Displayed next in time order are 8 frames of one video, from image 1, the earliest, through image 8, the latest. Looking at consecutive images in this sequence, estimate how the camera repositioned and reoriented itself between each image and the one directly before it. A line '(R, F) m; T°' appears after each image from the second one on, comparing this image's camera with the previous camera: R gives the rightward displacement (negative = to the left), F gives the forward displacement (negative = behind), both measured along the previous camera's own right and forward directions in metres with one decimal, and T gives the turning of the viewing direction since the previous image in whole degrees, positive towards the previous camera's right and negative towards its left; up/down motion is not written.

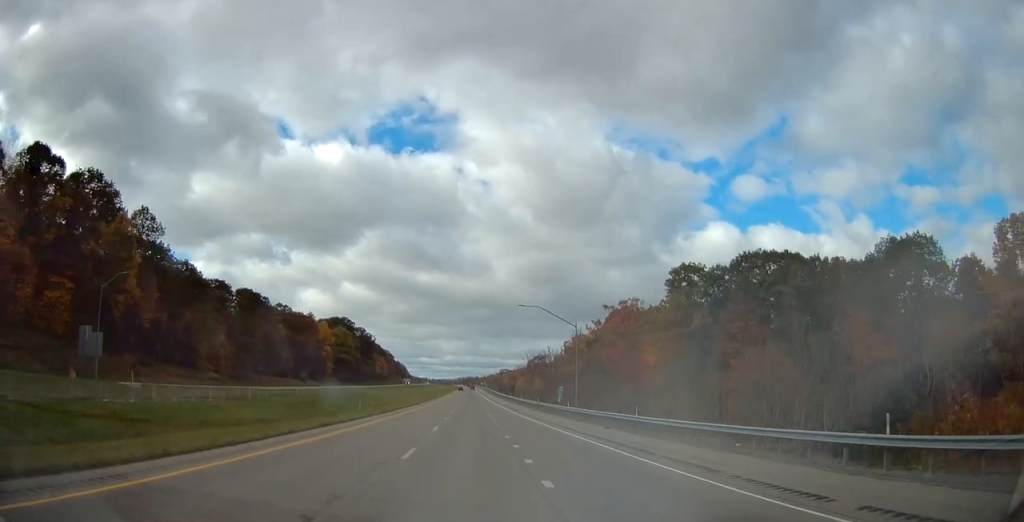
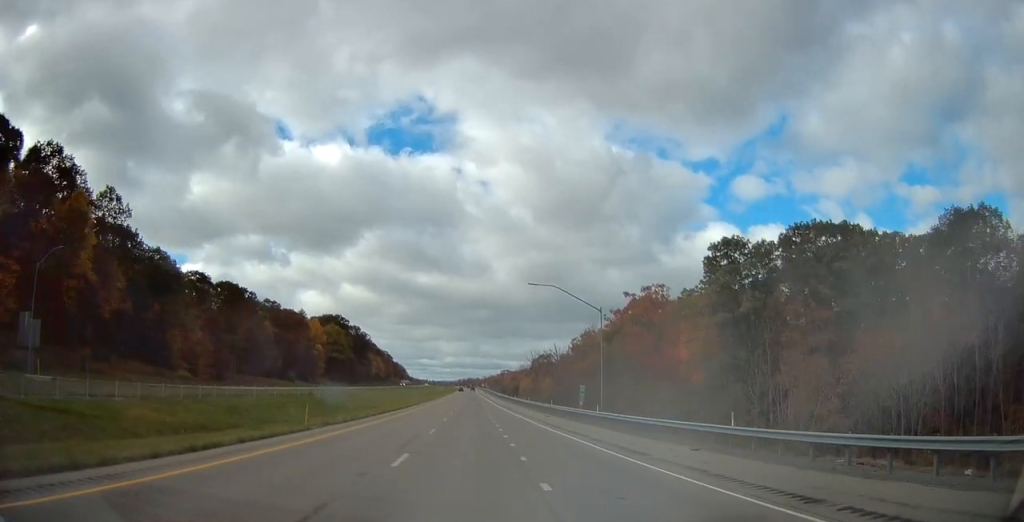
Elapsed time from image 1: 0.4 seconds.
(0.0, +13.8) m; 0°
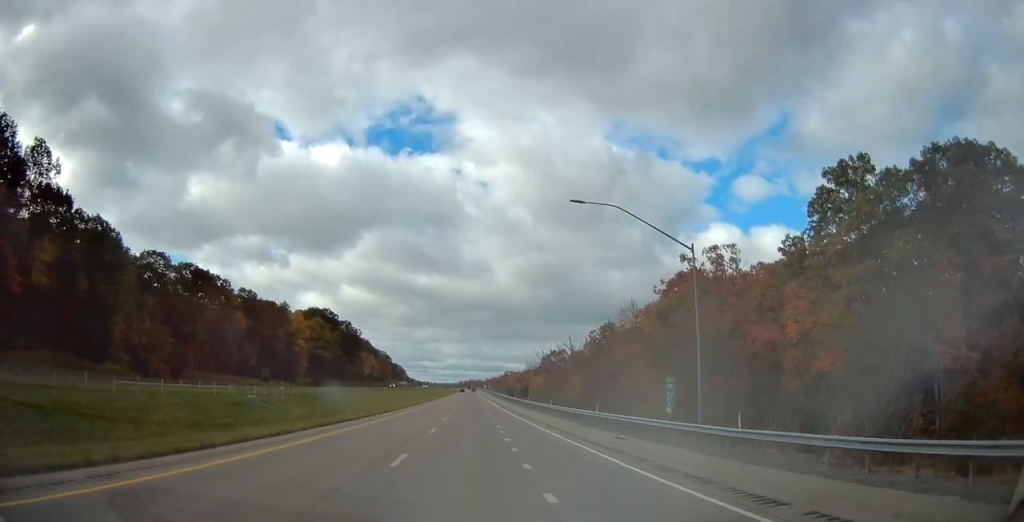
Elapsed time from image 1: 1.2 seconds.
(-0.1, +24.5) m; 0°
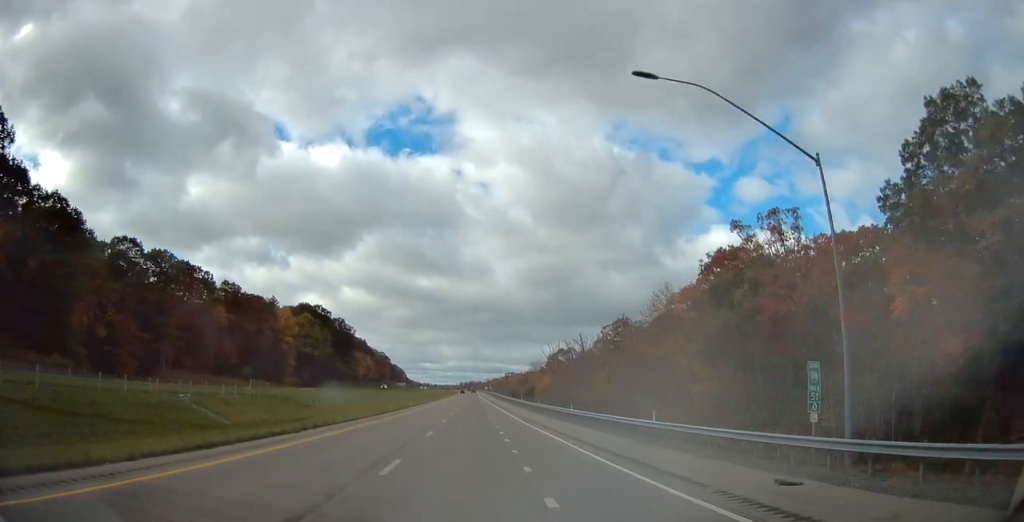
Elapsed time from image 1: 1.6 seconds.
(+0.1, +13.8) m; 0°
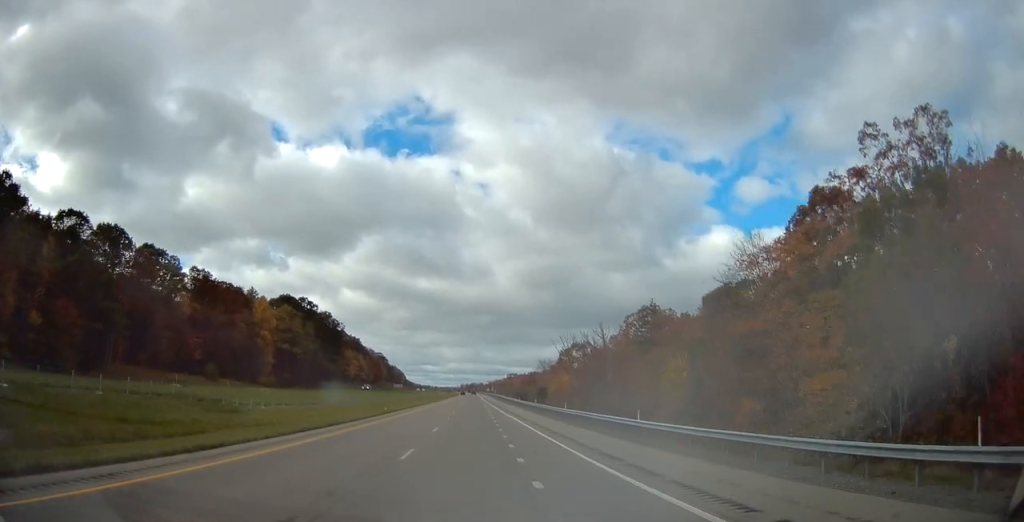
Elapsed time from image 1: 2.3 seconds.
(+0.1, +21.2) m; 0°
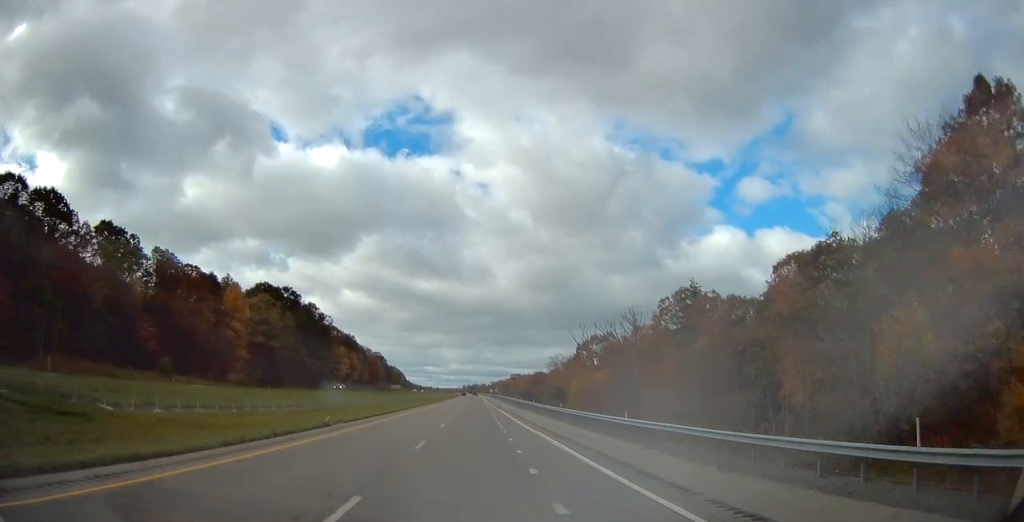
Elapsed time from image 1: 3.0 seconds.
(0.0, +21.1) m; 0°
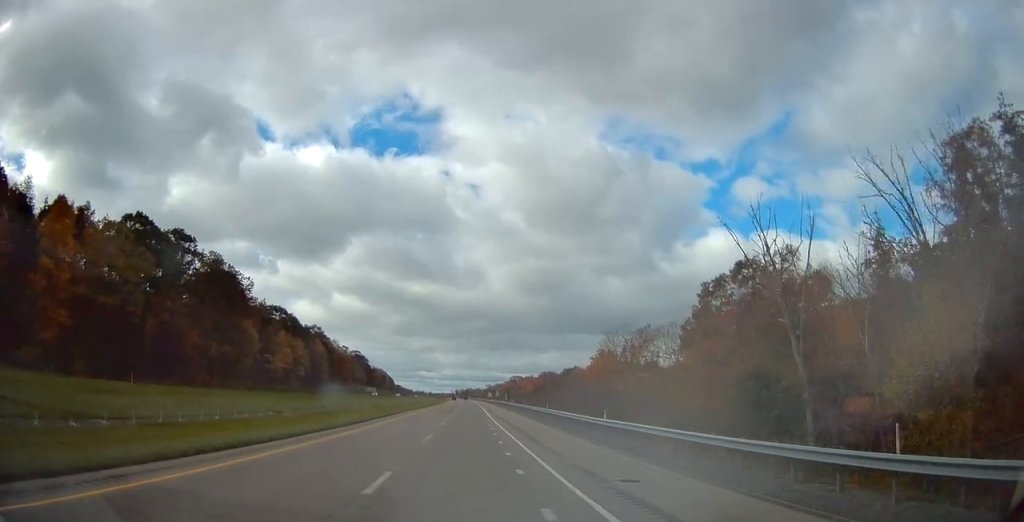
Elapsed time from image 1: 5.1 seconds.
(+0.7, +68.1) m; +1°
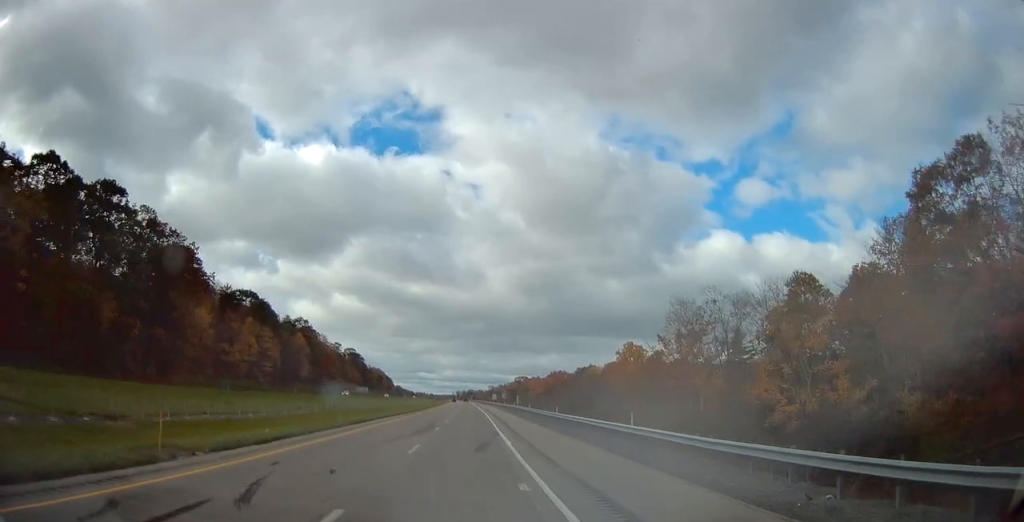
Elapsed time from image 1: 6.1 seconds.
(-0.4, +29.1) m; -1°
